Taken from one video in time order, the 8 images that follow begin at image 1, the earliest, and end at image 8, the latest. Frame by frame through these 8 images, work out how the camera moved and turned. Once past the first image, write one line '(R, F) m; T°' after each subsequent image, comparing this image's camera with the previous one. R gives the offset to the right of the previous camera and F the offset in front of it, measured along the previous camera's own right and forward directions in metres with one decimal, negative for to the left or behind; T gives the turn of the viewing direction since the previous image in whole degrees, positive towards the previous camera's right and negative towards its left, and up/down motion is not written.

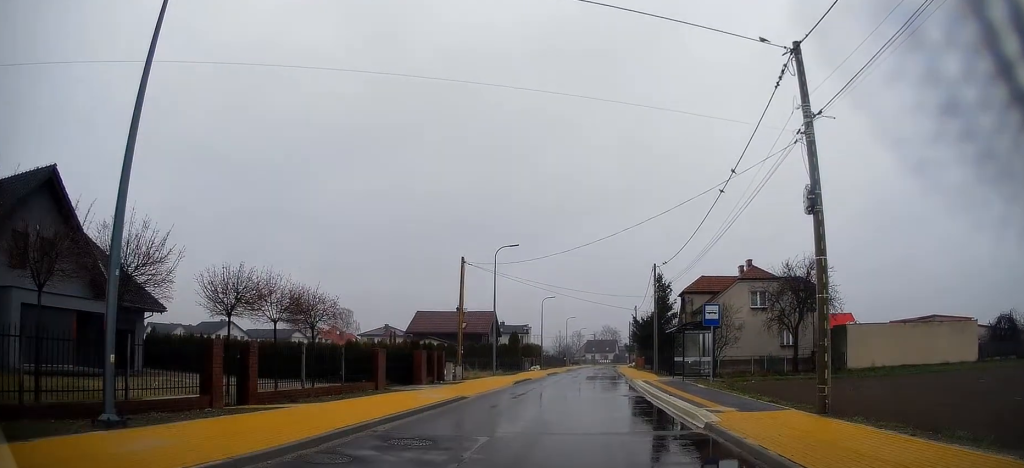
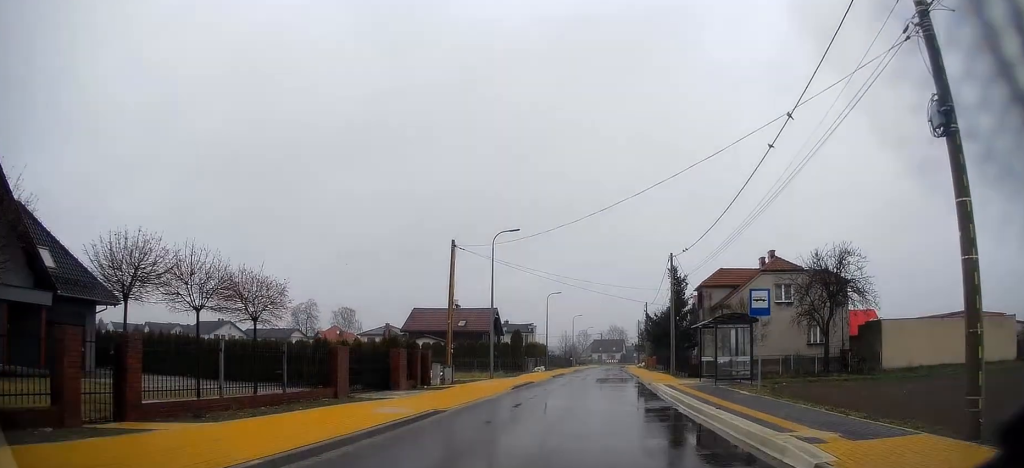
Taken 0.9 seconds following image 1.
(0.0, +4.4) m; +1°
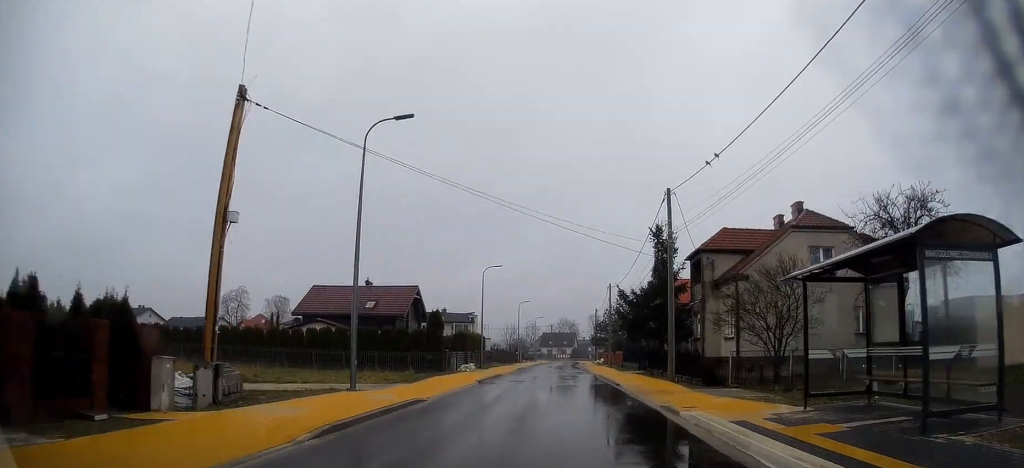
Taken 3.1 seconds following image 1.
(+0.4, +14.3) m; +2°
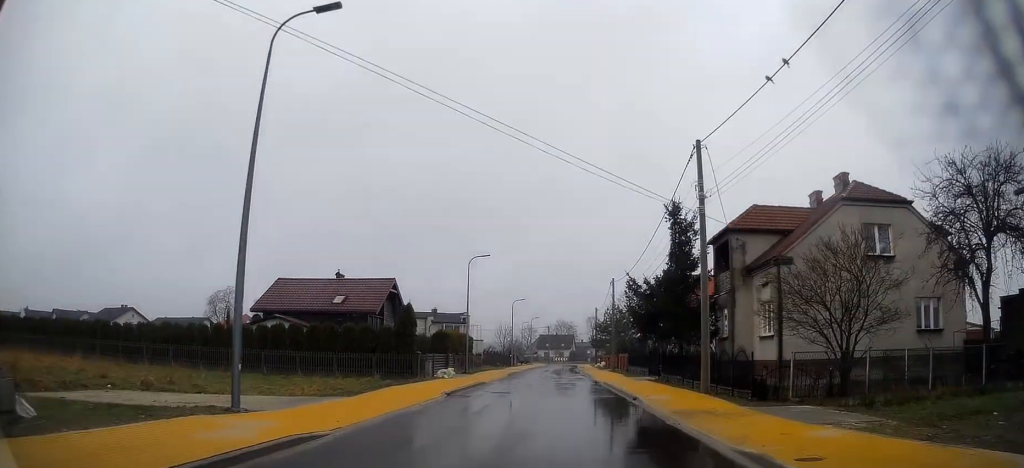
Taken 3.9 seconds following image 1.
(0.0, +6.4) m; +1°
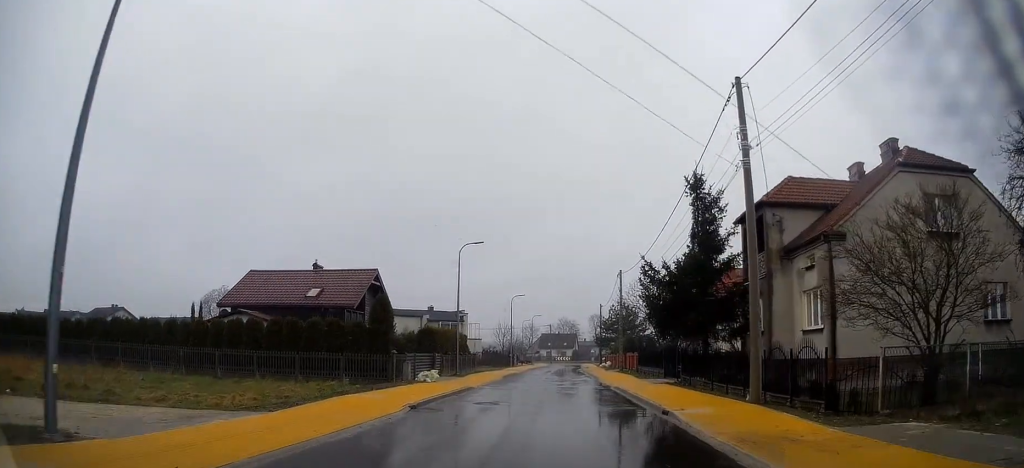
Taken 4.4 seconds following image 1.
(0.0, +4.7) m; 0°
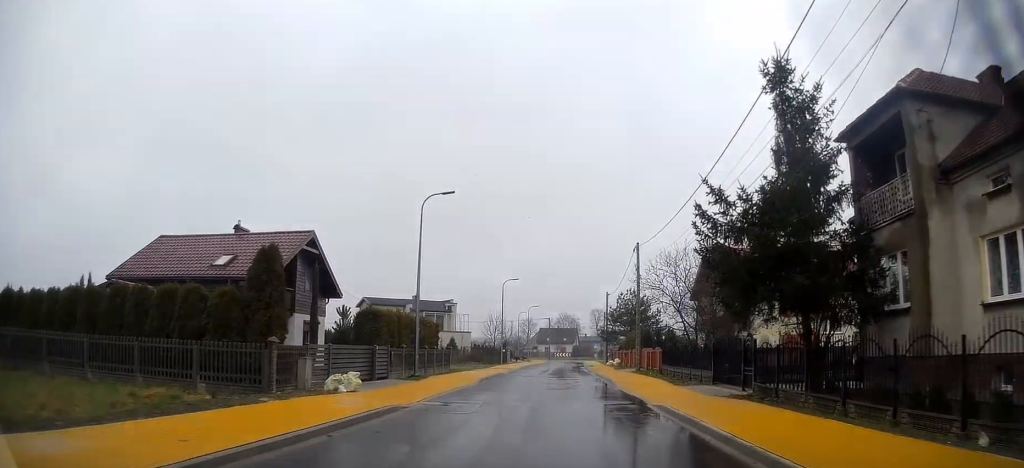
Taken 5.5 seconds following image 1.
(0.0, +10.7) m; -1°
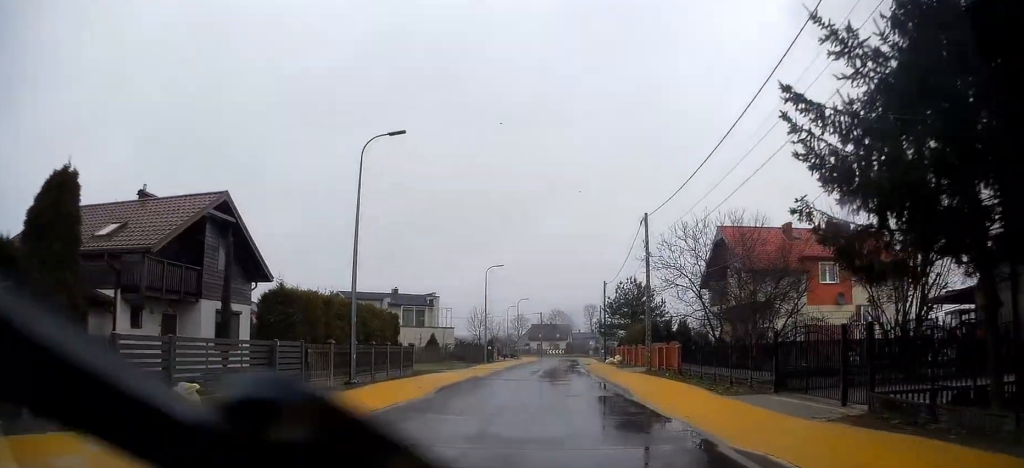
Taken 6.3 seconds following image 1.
(-0.2, +7.5) m; 0°
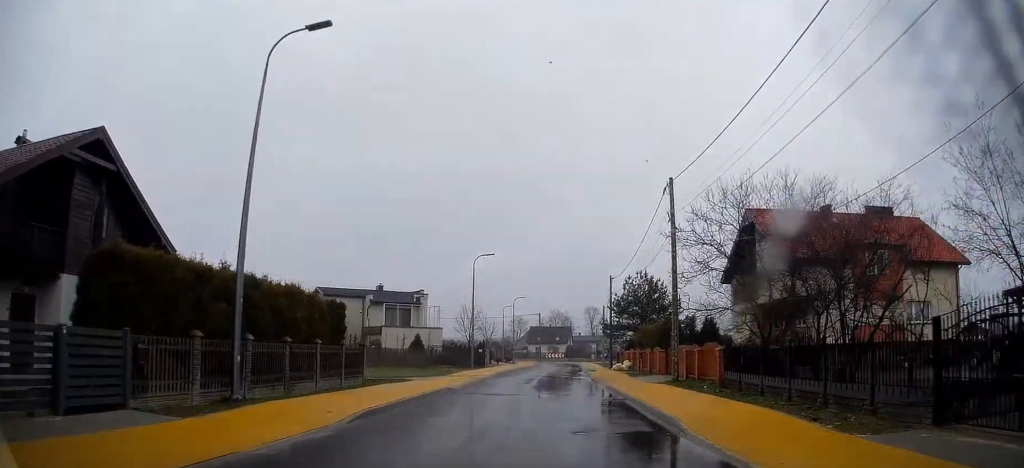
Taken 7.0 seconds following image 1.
(+0.2, +7.0) m; +1°
